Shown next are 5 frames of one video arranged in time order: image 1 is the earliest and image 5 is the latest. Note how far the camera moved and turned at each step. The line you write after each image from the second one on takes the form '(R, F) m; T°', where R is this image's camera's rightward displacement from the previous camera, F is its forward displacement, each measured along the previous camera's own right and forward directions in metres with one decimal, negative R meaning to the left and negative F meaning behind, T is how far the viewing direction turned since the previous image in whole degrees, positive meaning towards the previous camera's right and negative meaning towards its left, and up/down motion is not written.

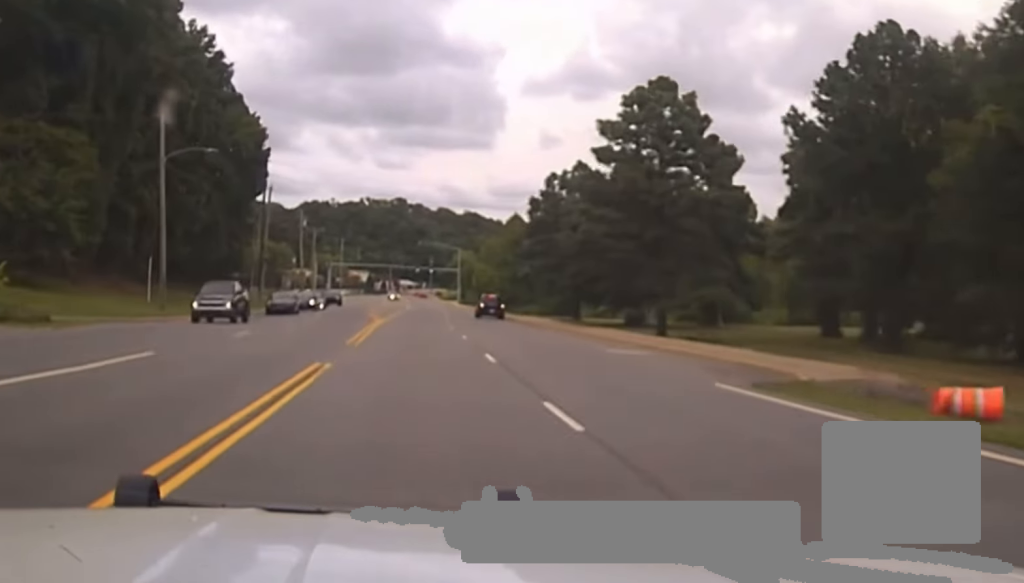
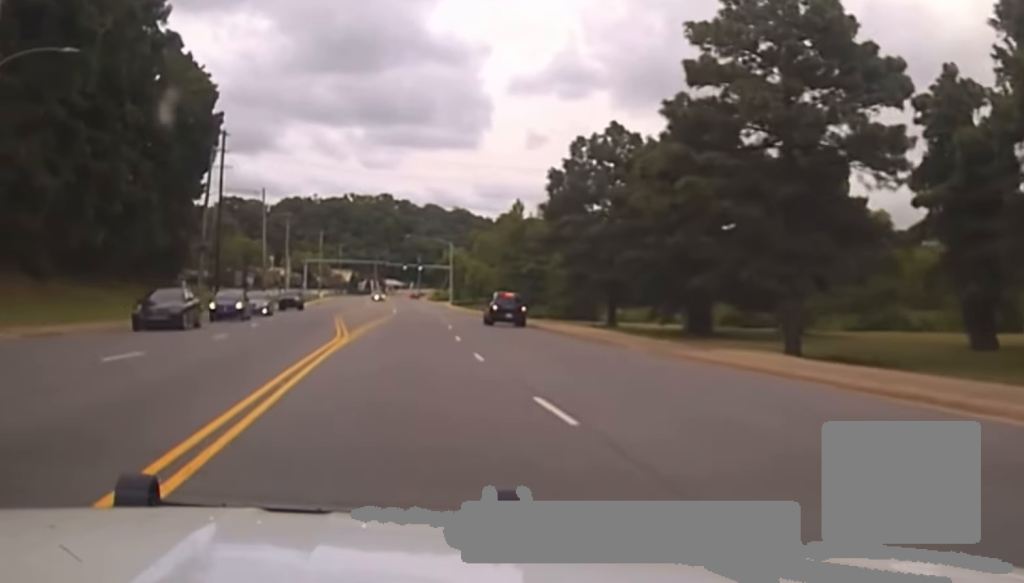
(0.0, +22.9) m; 0°
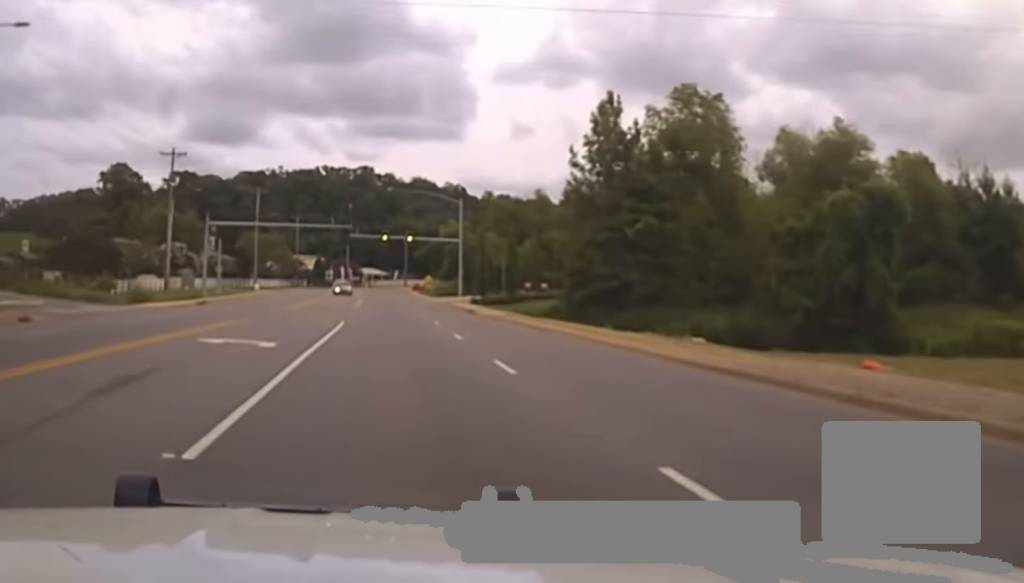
(+1.3, +73.5) m; +2°
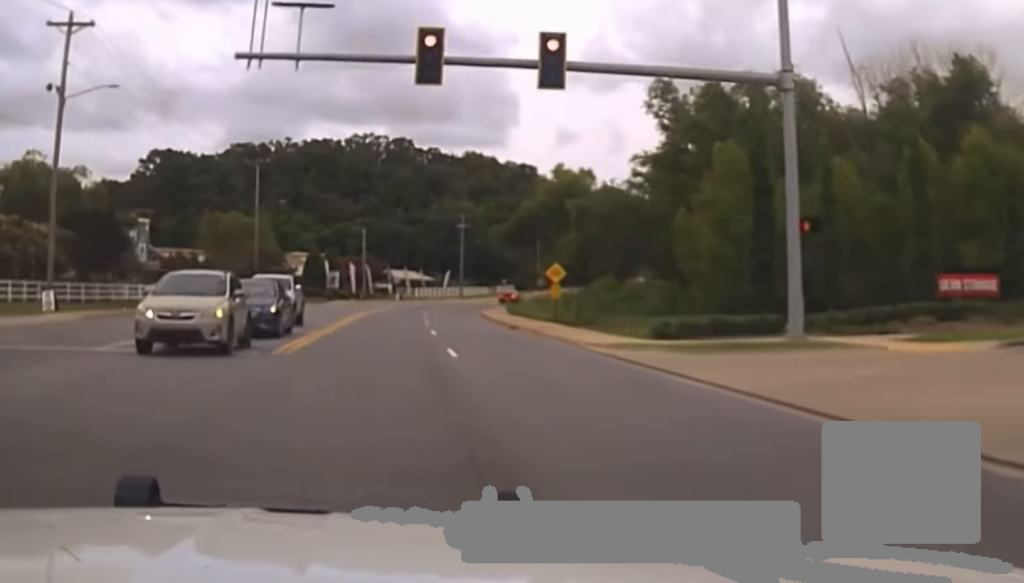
(-1.1, +97.1) m; -2°
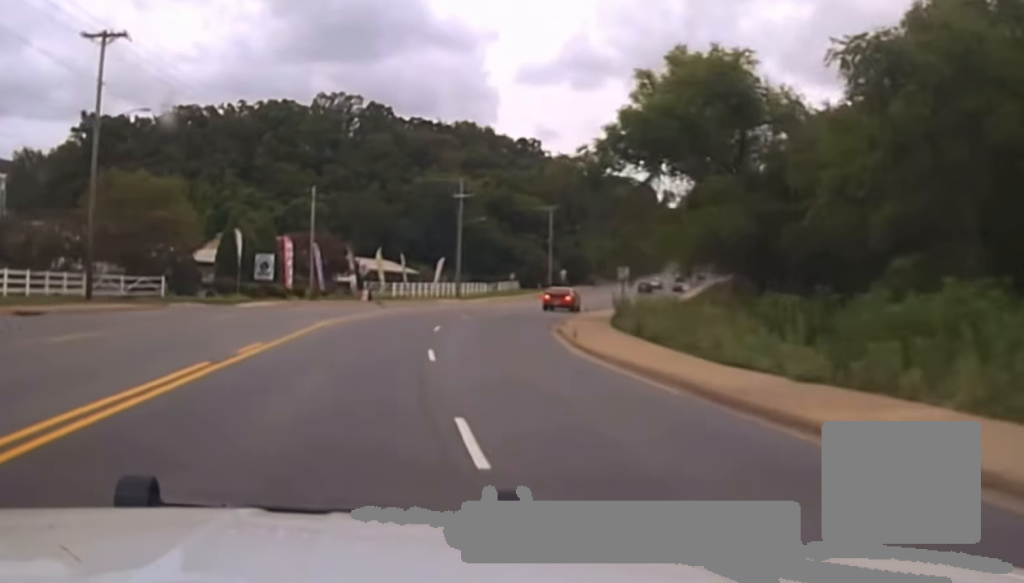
(-0.1, +51.1) m; 0°
